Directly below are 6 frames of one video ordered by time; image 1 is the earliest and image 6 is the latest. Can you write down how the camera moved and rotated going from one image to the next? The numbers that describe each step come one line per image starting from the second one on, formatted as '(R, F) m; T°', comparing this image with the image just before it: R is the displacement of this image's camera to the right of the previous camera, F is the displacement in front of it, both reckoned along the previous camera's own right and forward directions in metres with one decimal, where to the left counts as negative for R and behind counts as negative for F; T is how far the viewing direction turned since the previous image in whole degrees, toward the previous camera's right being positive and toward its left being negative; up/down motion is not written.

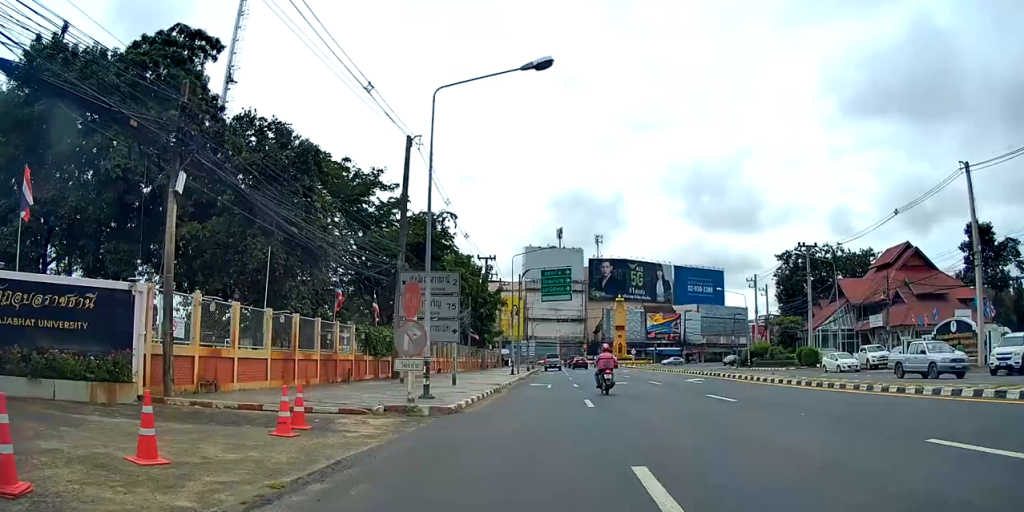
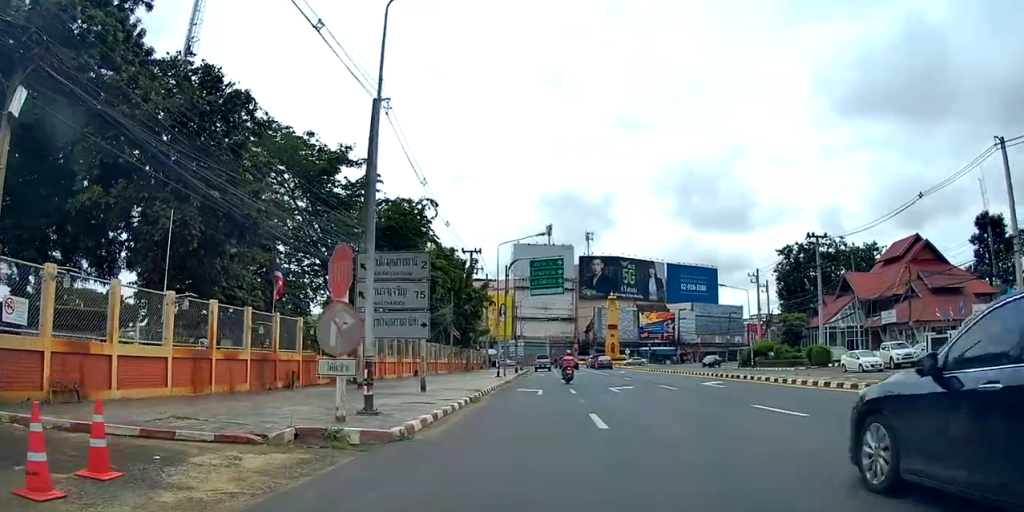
(-0.2, +4.2) m; -2°
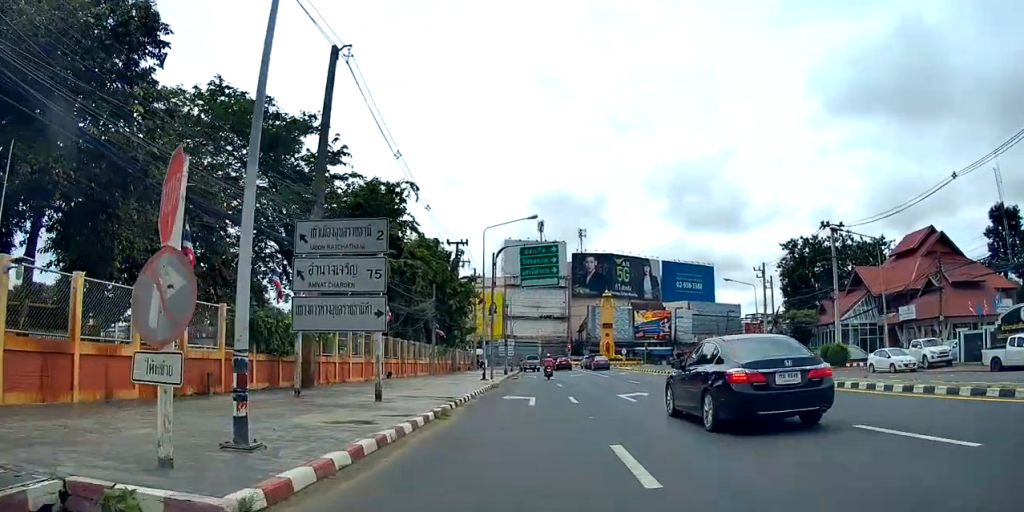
(+0.1, +4.7) m; +1°
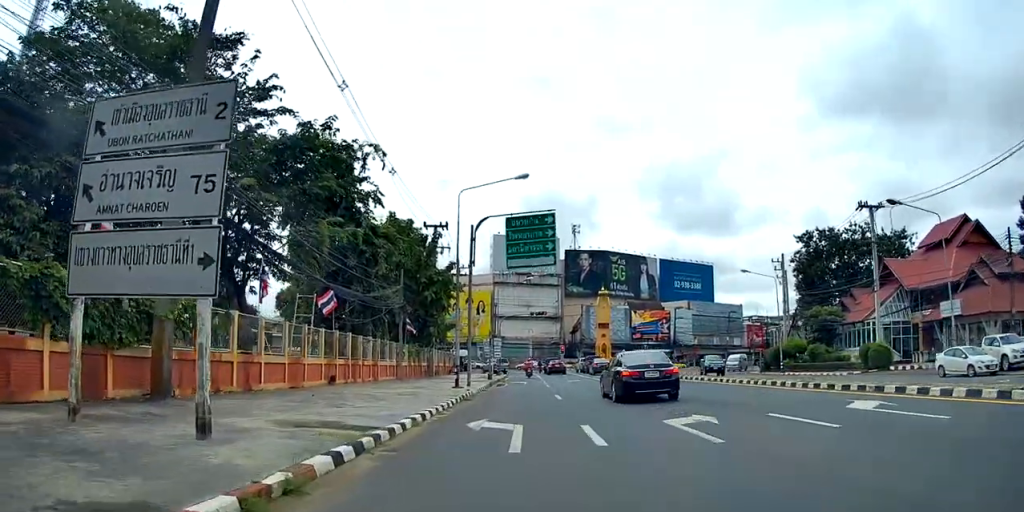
(-0.2, +8.0) m; +4°
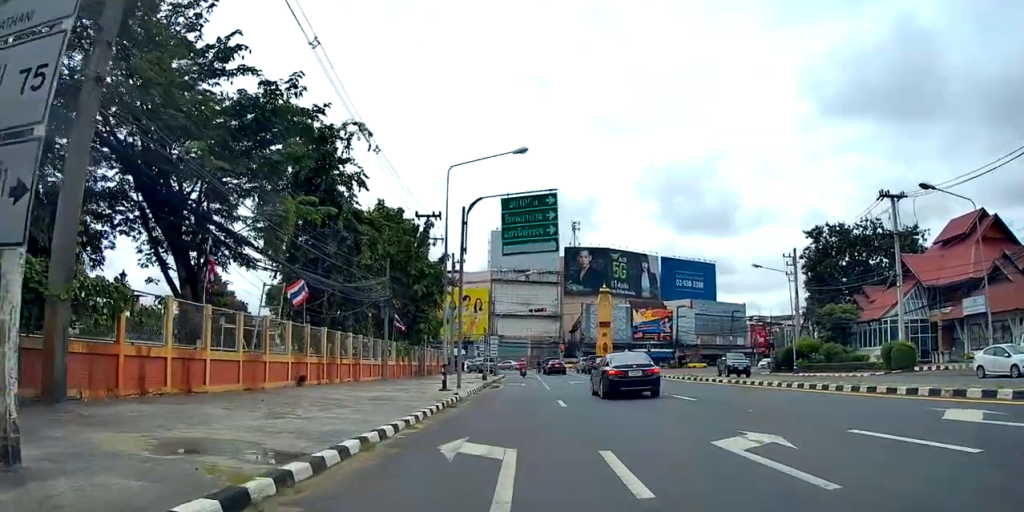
(+0.2, +3.0) m; -1°
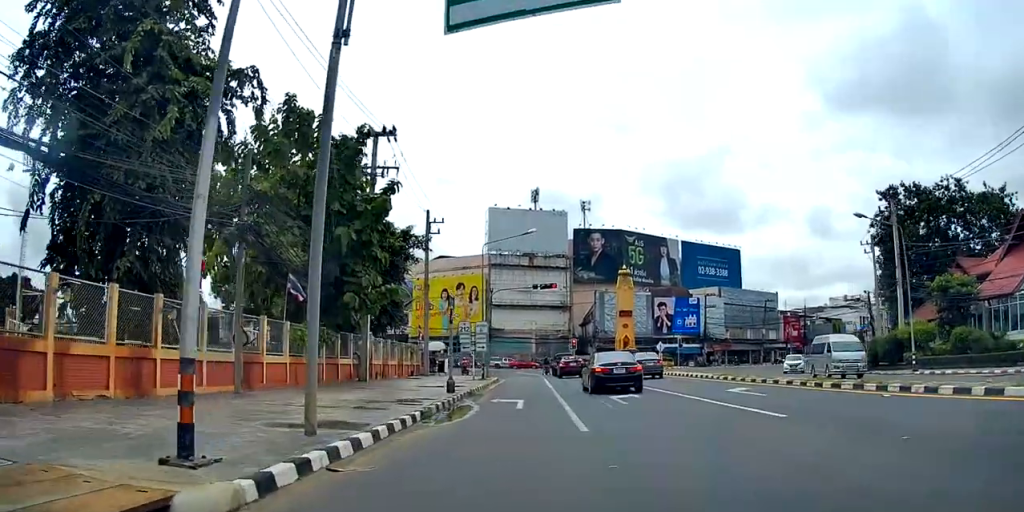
(-0.6, +17.5) m; -3°
